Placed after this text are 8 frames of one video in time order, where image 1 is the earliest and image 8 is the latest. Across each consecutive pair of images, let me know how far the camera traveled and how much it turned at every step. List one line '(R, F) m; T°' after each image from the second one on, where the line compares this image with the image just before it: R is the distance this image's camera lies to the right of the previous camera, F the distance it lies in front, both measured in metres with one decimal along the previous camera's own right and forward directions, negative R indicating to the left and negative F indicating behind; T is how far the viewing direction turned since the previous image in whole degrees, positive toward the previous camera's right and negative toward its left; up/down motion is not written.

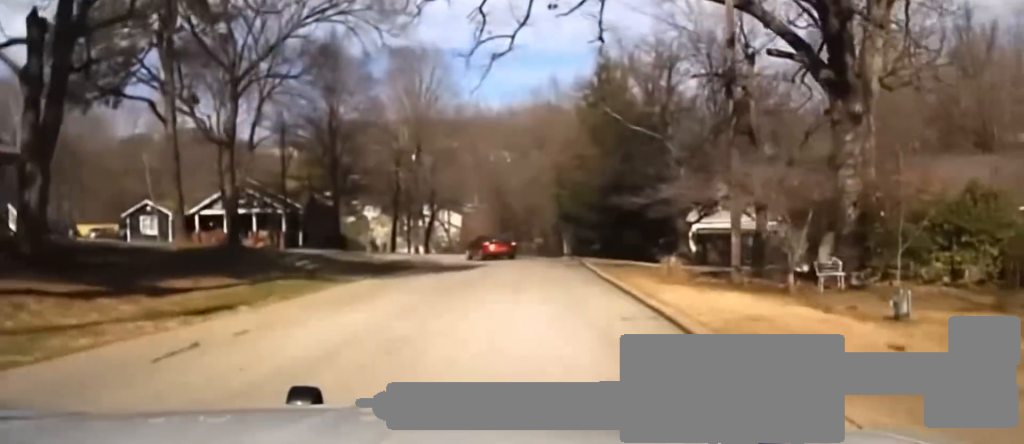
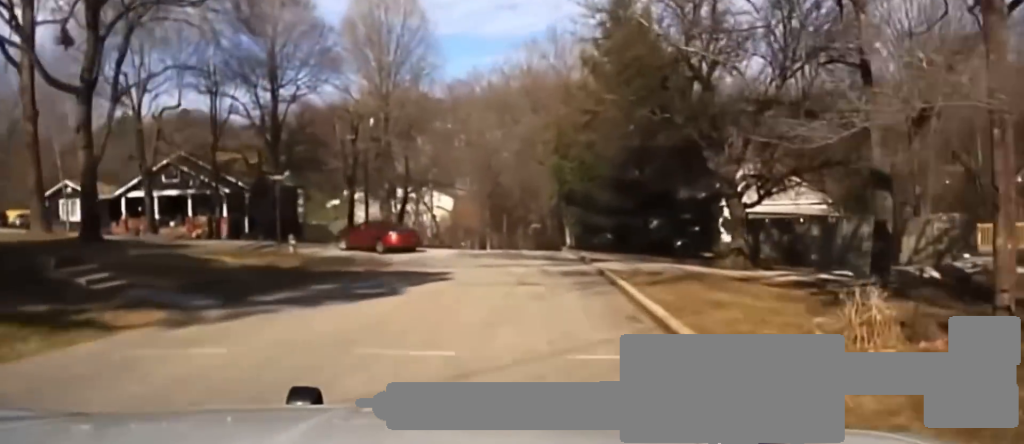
(+0.3, +15.8) m; +1°
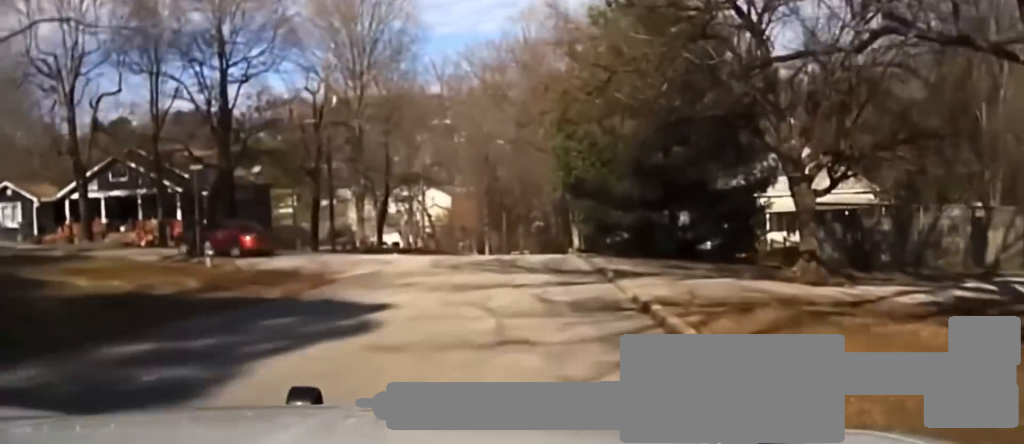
(0.0, +8.9) m; -2°
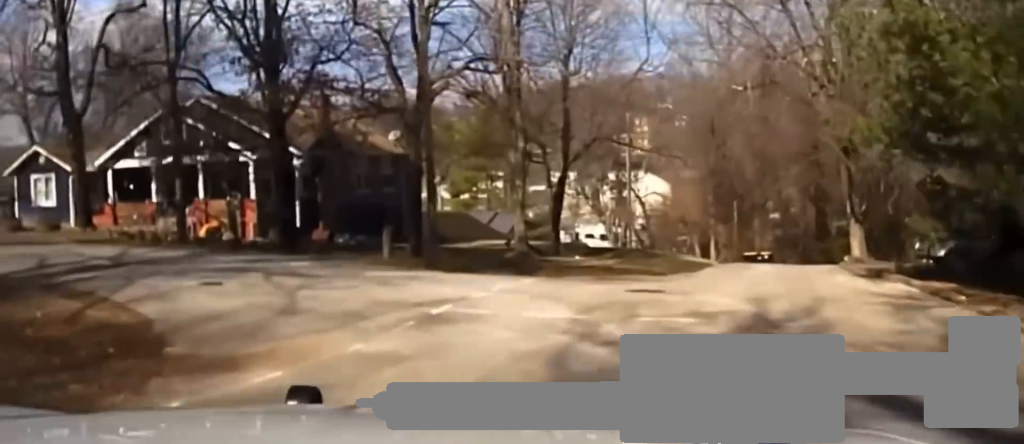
(-1.9, +20.7) m; -18°
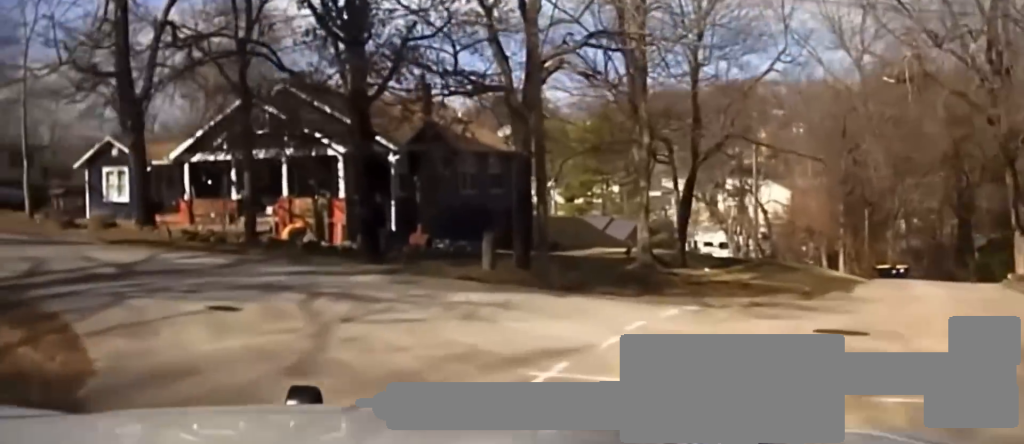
(-0.2, +4.4) m; -10°
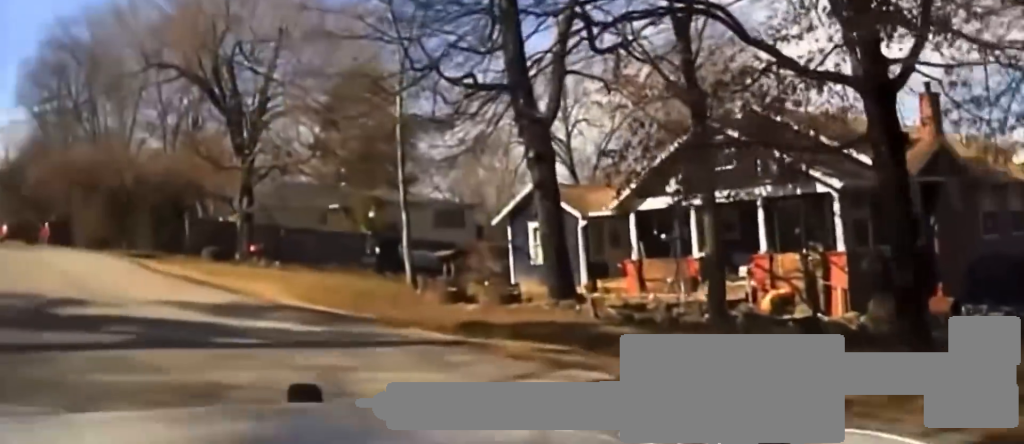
(-1.8, +8.7) m; -27°
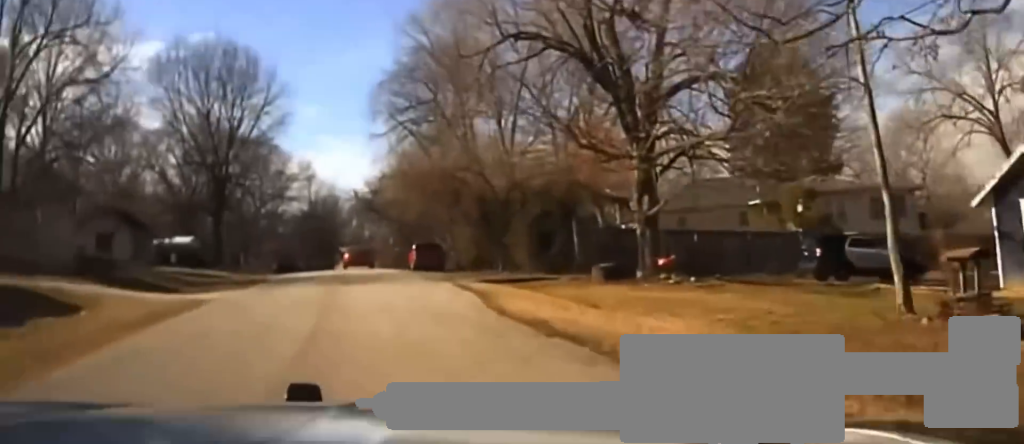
(-1.8, +7.9) m; -21°
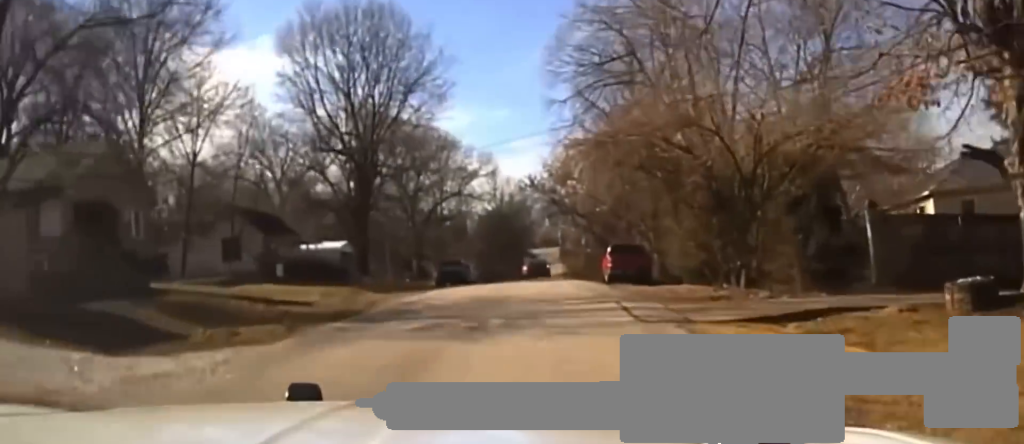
(-2.3, +12.1) m; -13°
